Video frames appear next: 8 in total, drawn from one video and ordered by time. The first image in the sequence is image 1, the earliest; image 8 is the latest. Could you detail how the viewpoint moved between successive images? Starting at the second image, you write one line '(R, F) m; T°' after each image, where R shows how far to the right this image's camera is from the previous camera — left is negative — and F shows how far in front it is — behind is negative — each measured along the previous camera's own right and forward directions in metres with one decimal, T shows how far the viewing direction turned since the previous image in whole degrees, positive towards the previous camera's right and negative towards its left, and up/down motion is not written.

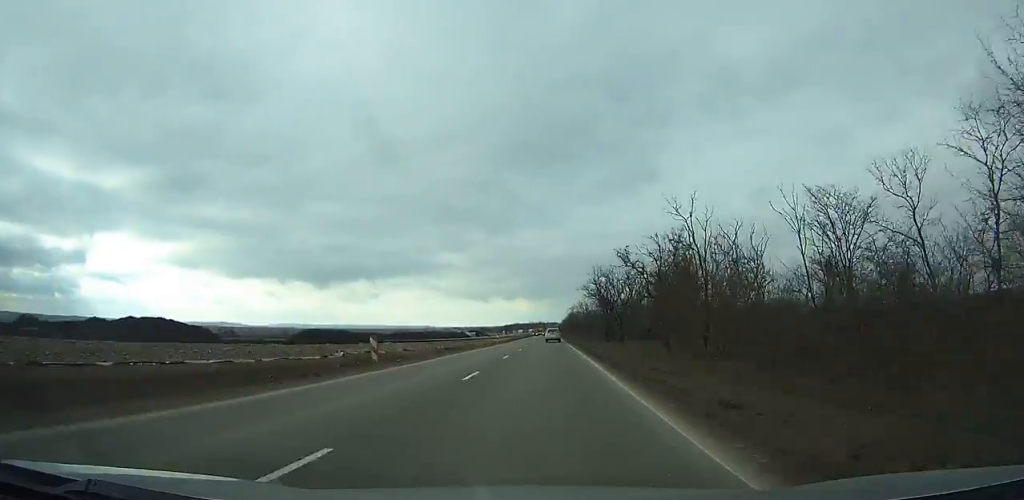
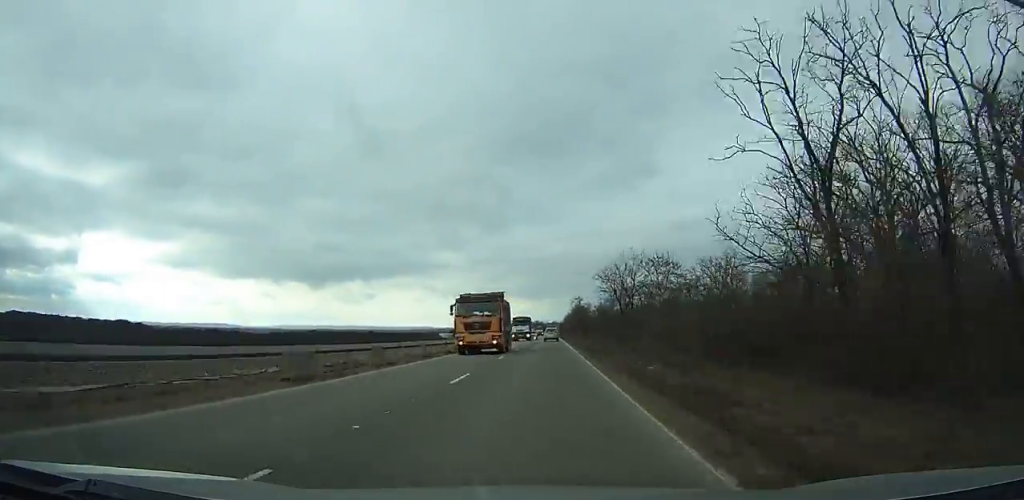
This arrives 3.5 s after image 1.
(-0.2, +73.4) m; 0°
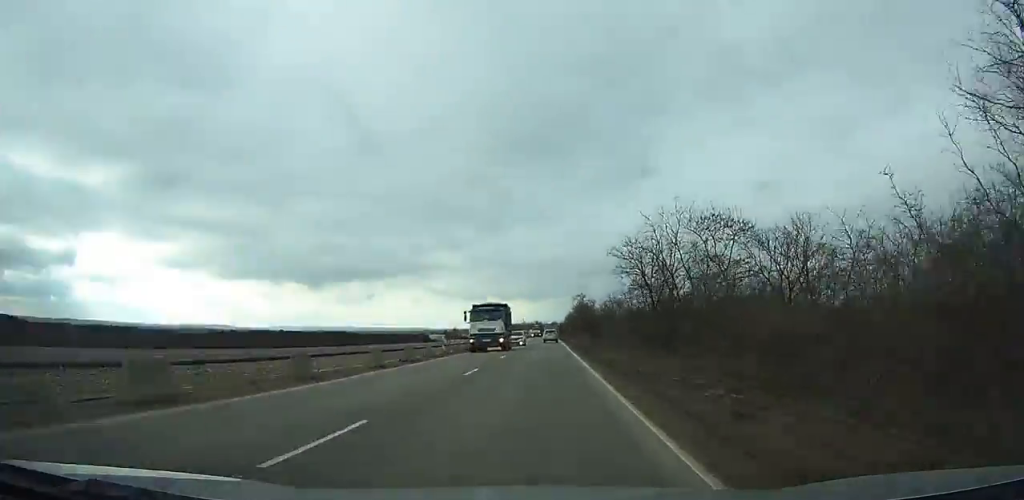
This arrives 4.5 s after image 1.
(+0.1, +21.0) m; 0°
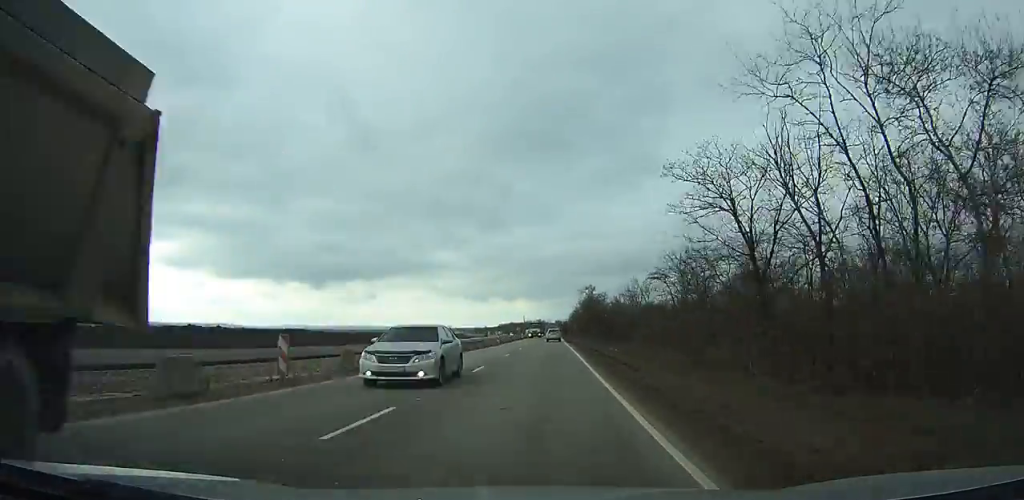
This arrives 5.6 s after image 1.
(-0.1, +22.3) m; 0°
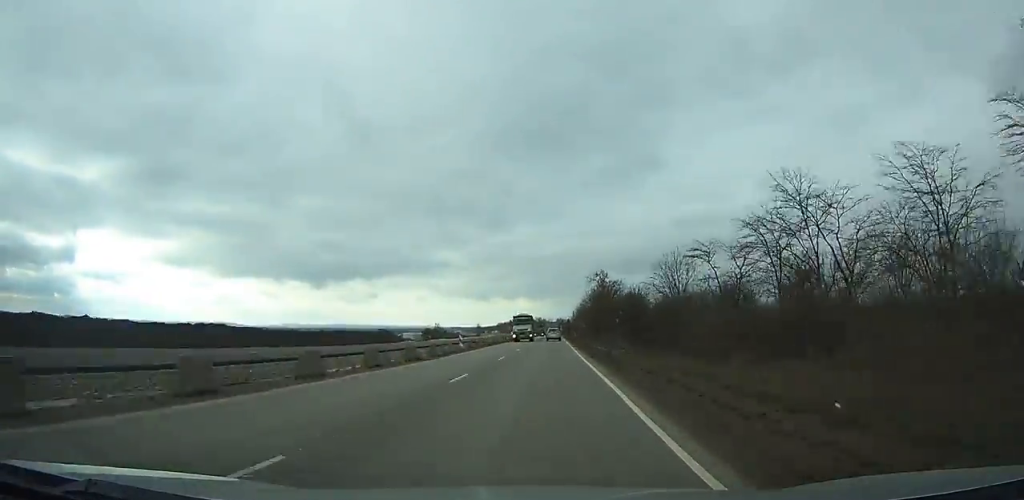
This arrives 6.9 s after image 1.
(-0.1, +27.8) m; 0°
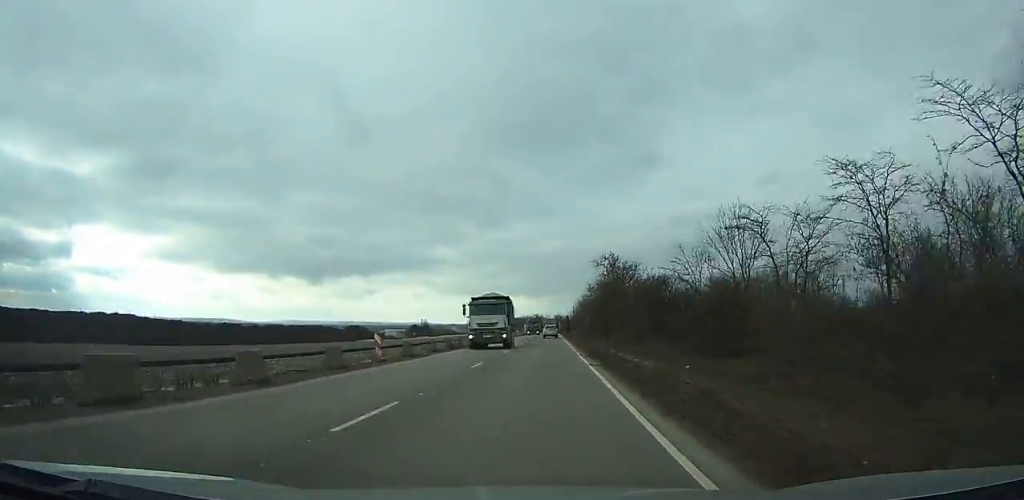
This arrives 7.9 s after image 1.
(+0.1, +19.3) m; 0°
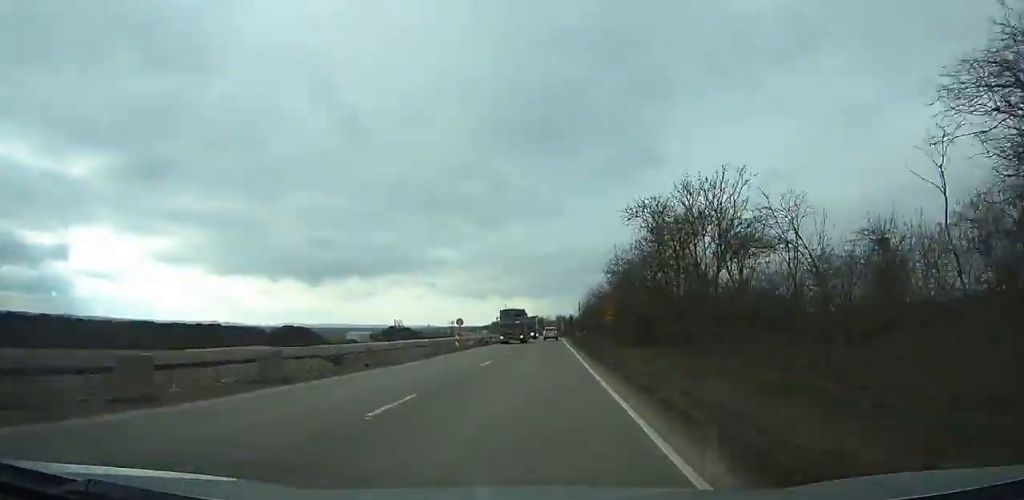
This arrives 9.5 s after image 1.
(0.0, +34.2) m; 0°
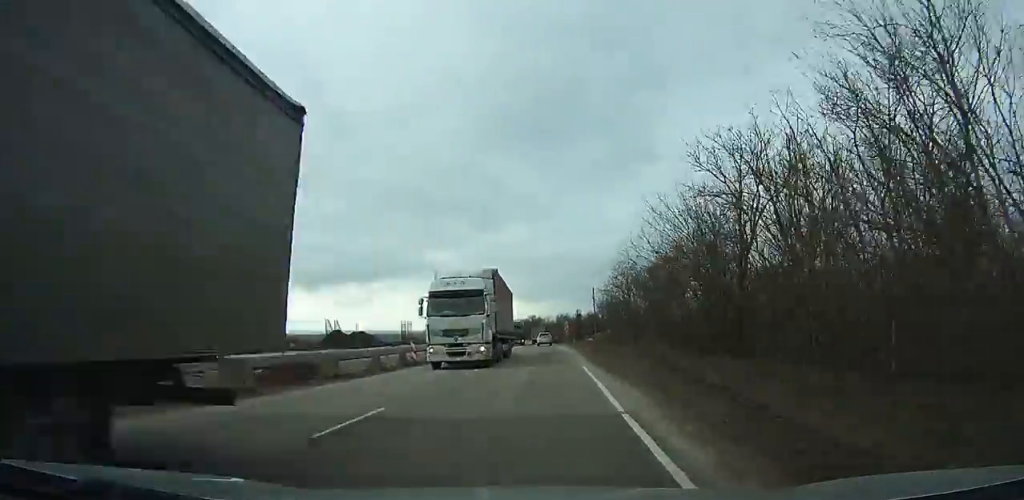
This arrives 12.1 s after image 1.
(+0.2, +51.0) m; 0°
